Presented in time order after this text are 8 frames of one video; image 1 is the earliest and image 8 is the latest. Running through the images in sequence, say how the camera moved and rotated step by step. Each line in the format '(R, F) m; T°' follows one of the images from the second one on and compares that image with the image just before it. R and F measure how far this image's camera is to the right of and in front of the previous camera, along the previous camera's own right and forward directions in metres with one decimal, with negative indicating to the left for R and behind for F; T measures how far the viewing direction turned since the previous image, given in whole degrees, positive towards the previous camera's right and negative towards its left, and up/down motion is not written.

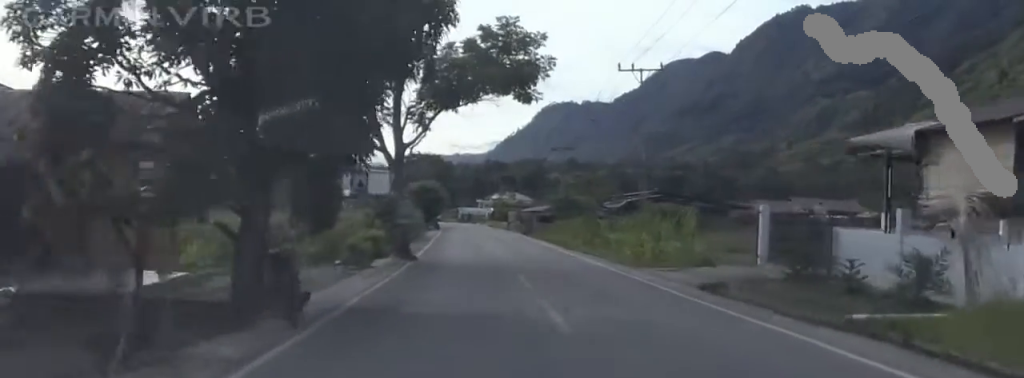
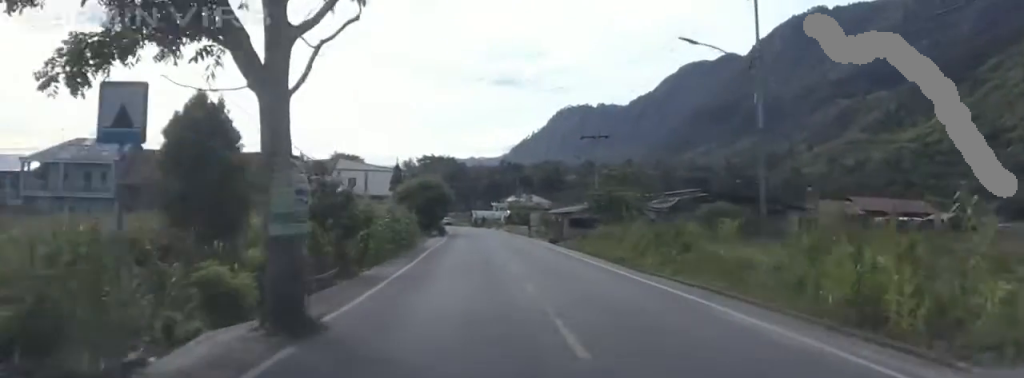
(+0.4, +17.8) m; +1°
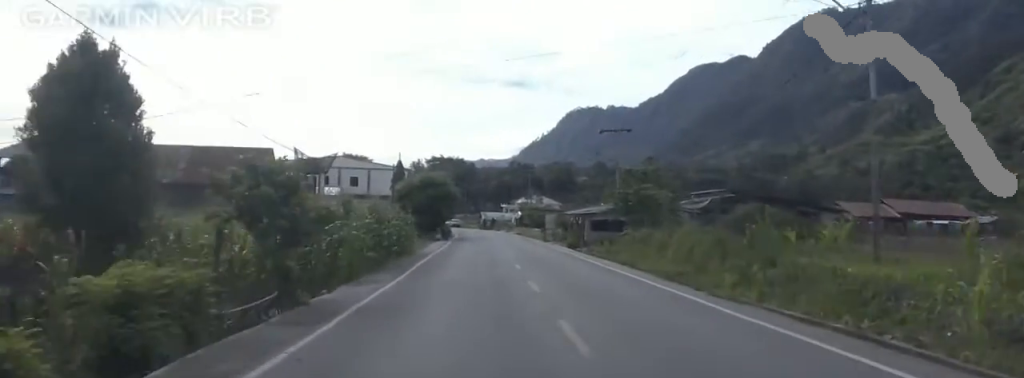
(0.0, +7.7) m; 0°
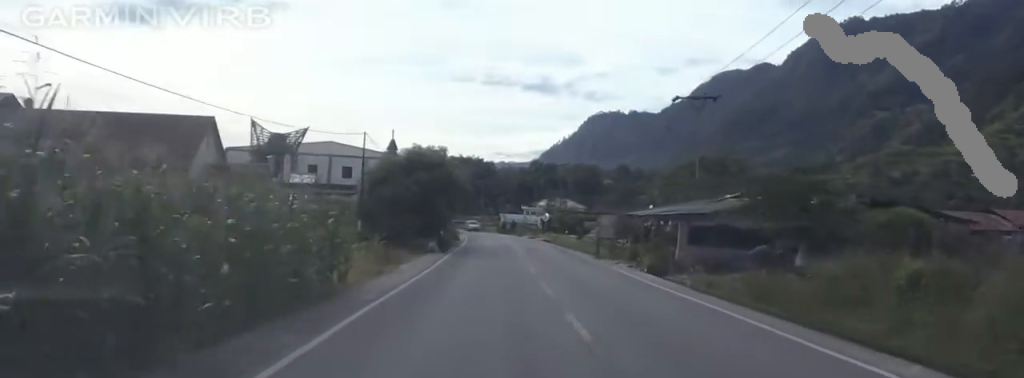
(+0.2, +22.7) m; +1°
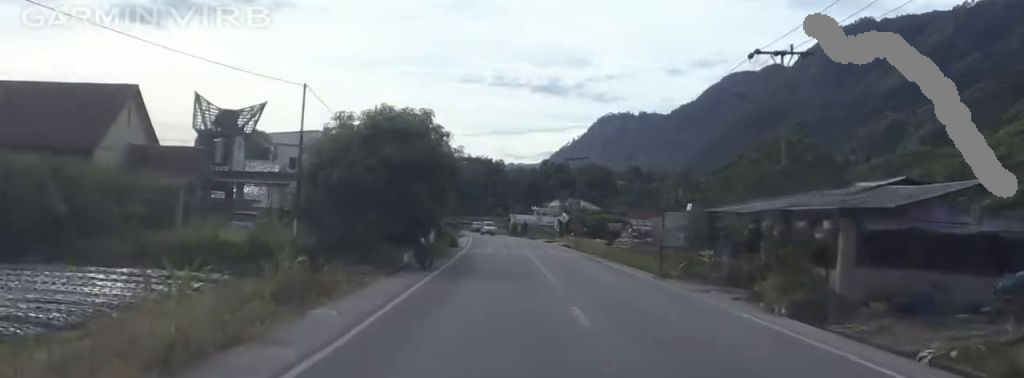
(+0.1, +14.4) m; 0°
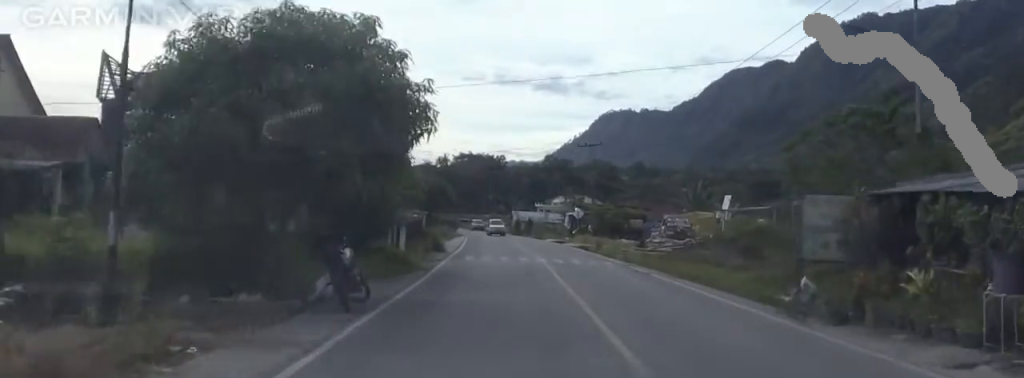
(-0.1, +12.6) m; -2°
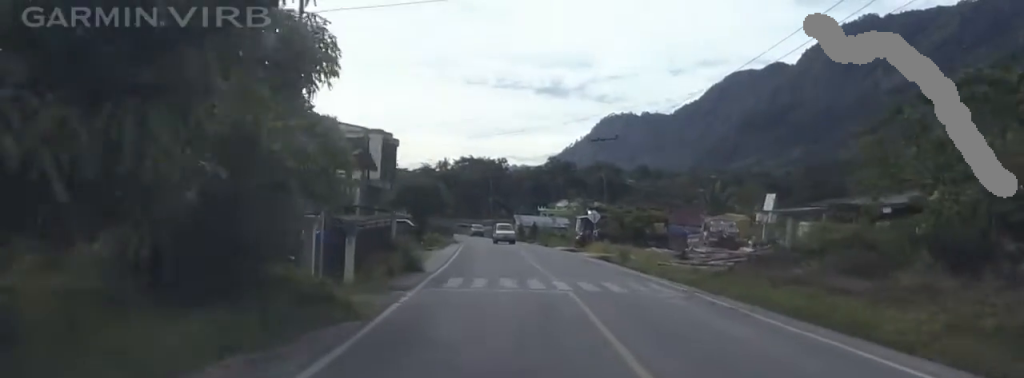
(-0.3, +10.3) m; -2°
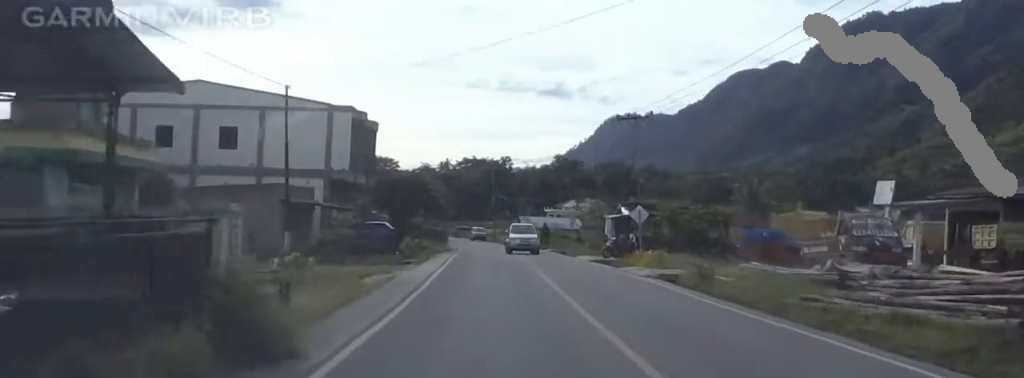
(-0.1, +16.5) m; 0°
